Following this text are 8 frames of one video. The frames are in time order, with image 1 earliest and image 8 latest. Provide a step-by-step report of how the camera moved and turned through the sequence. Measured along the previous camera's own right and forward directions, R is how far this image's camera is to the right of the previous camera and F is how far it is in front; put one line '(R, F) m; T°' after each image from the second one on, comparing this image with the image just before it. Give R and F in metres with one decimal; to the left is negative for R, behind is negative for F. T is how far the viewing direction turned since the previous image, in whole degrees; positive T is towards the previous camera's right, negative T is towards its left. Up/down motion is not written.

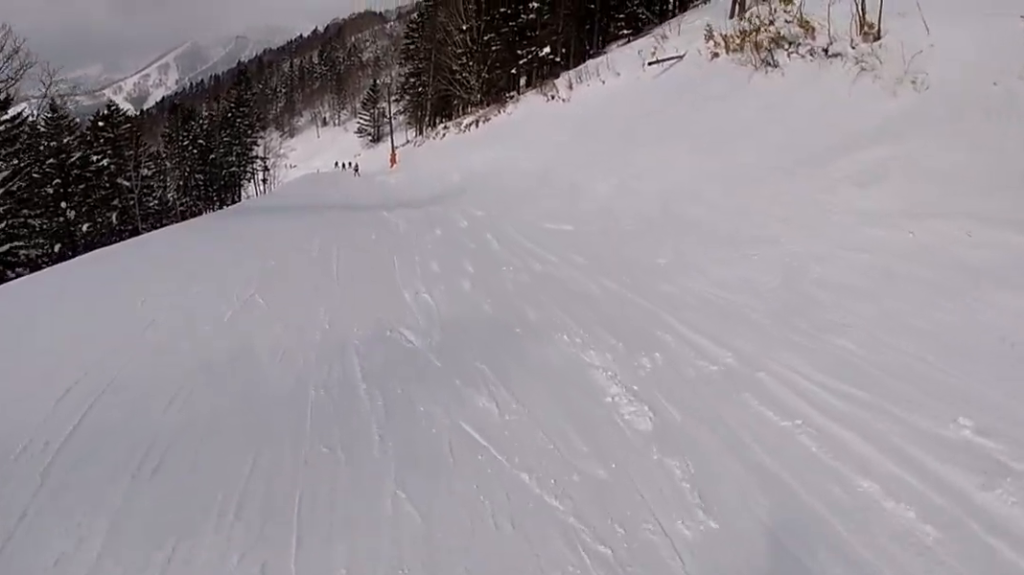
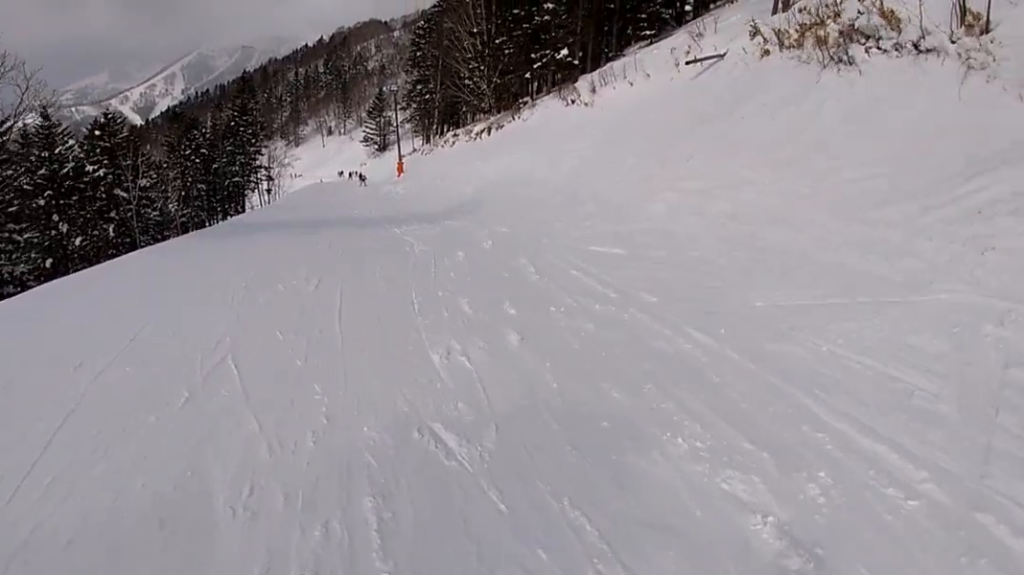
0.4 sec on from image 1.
(+0.1, +2.4) m; +6°
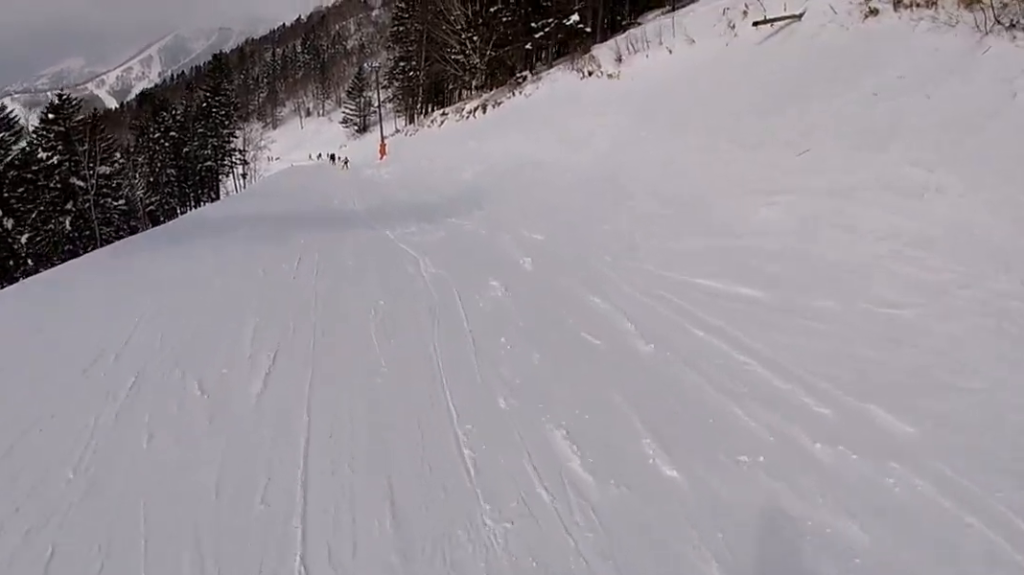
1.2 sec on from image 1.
(+0.4, +4.6) m; -5°
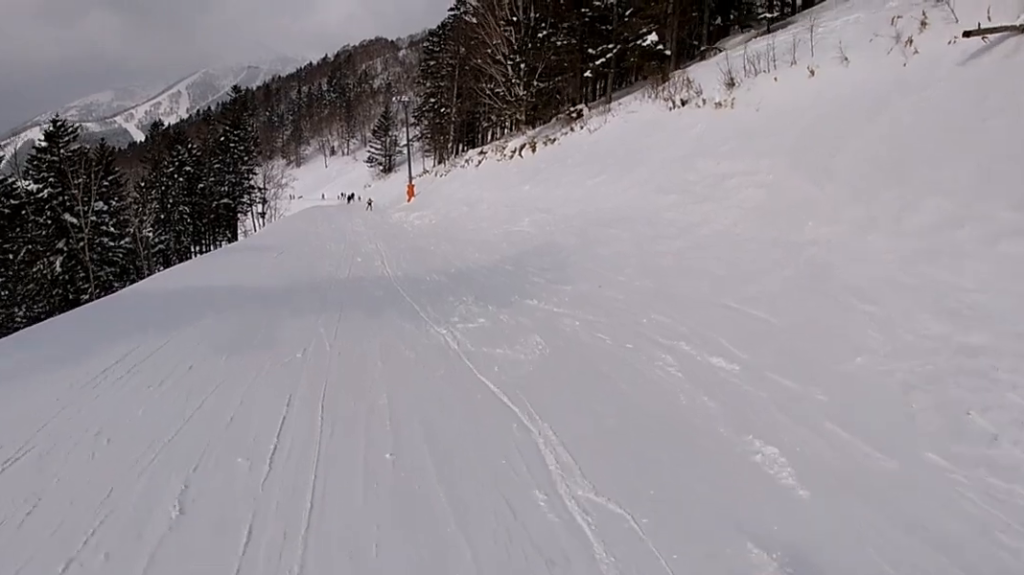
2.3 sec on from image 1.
(-0.9, +5.6) m; -2°
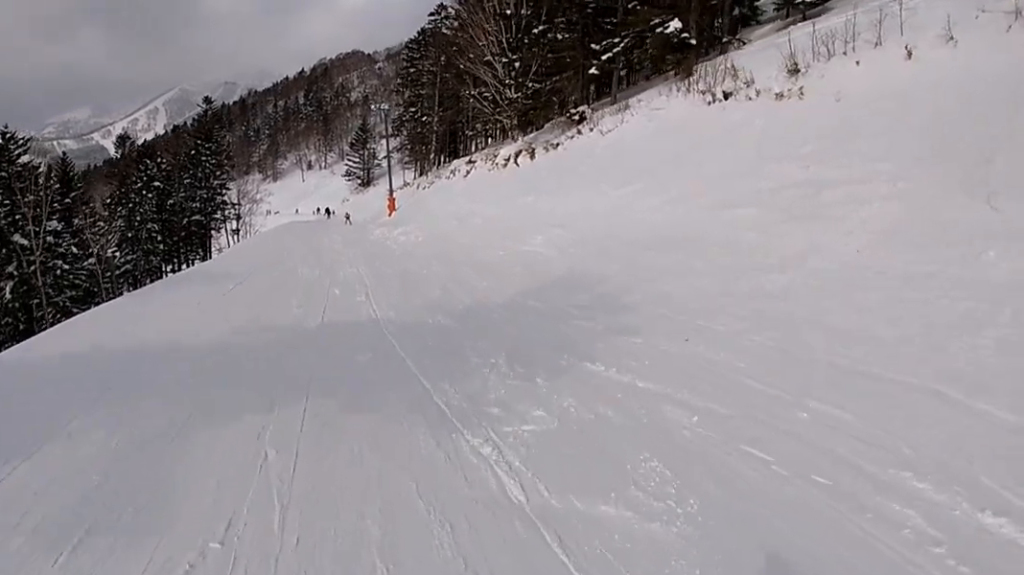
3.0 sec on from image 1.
(+0.3, +3.7) m; +4°
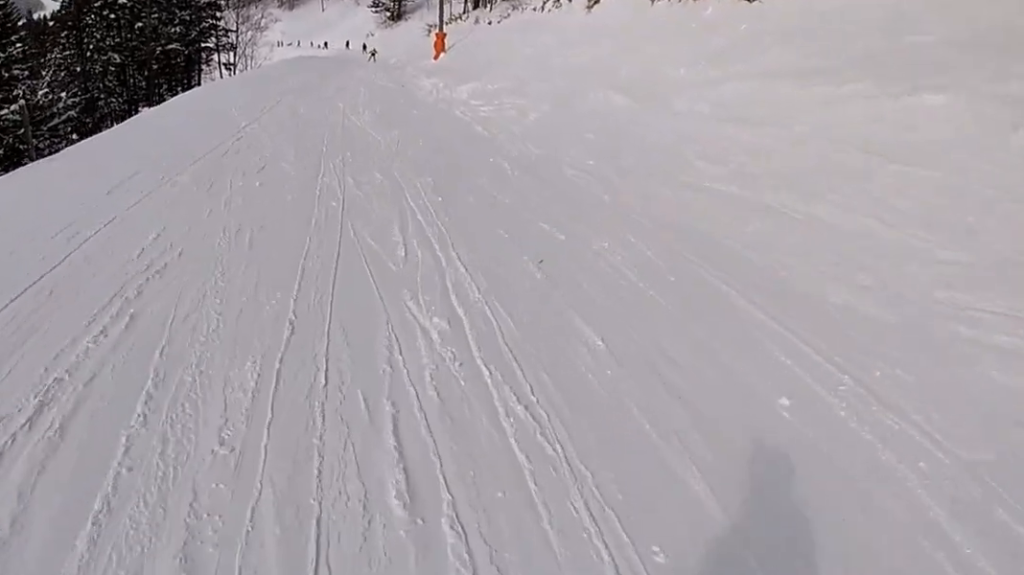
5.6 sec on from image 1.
(-1.3, +15.3) m; -9°
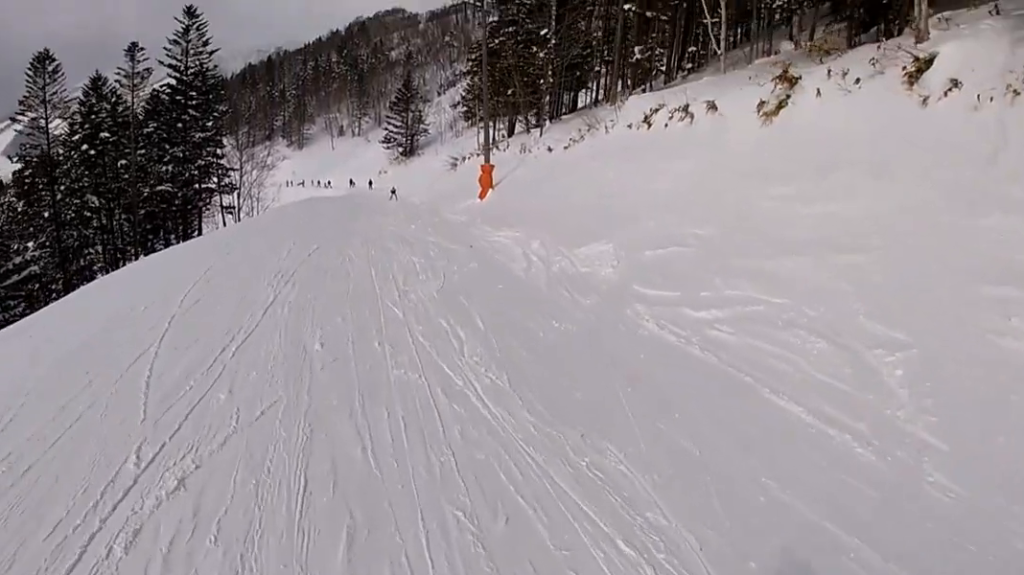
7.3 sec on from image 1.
(+0.2, +9.7) m; +4°
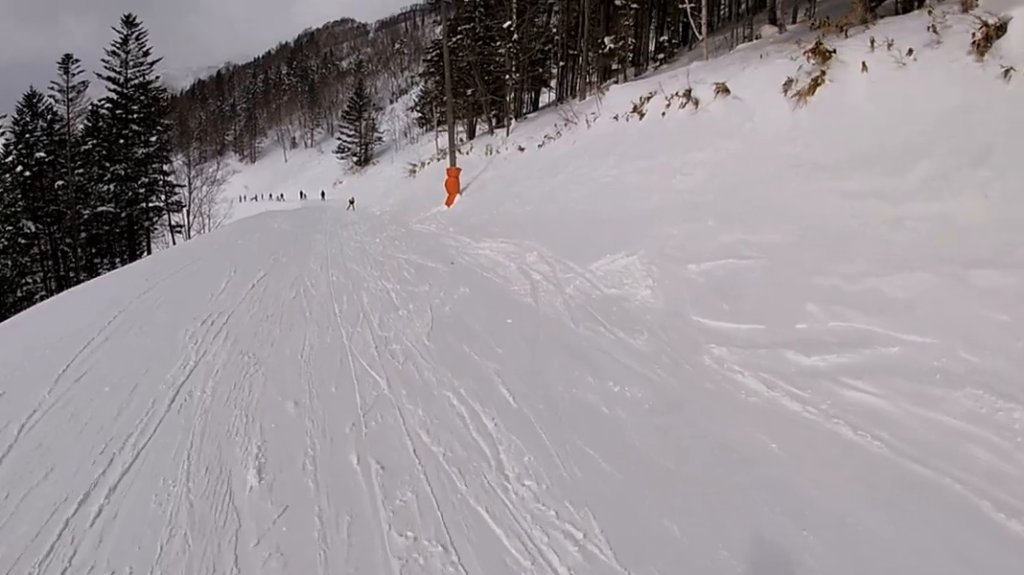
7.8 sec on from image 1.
(+0.1, +2.6) m; +3°
